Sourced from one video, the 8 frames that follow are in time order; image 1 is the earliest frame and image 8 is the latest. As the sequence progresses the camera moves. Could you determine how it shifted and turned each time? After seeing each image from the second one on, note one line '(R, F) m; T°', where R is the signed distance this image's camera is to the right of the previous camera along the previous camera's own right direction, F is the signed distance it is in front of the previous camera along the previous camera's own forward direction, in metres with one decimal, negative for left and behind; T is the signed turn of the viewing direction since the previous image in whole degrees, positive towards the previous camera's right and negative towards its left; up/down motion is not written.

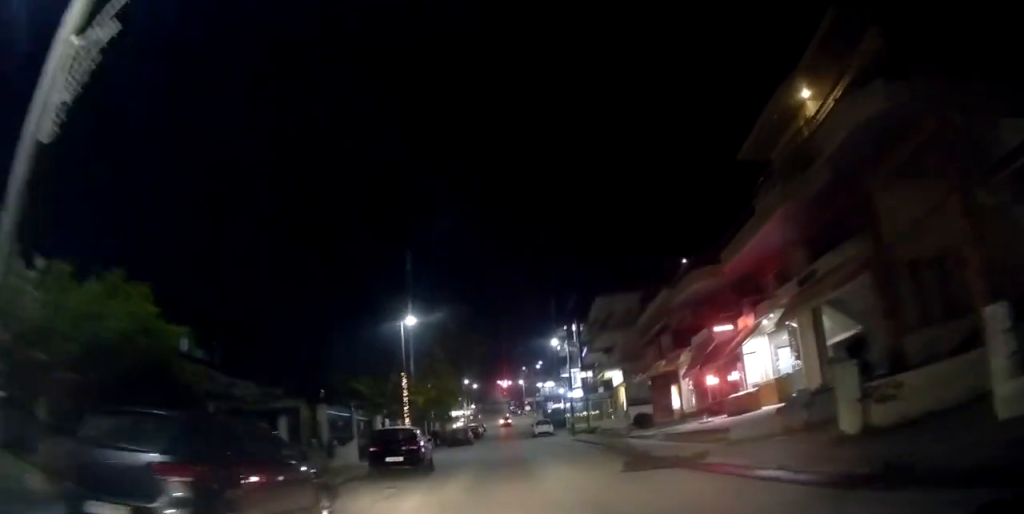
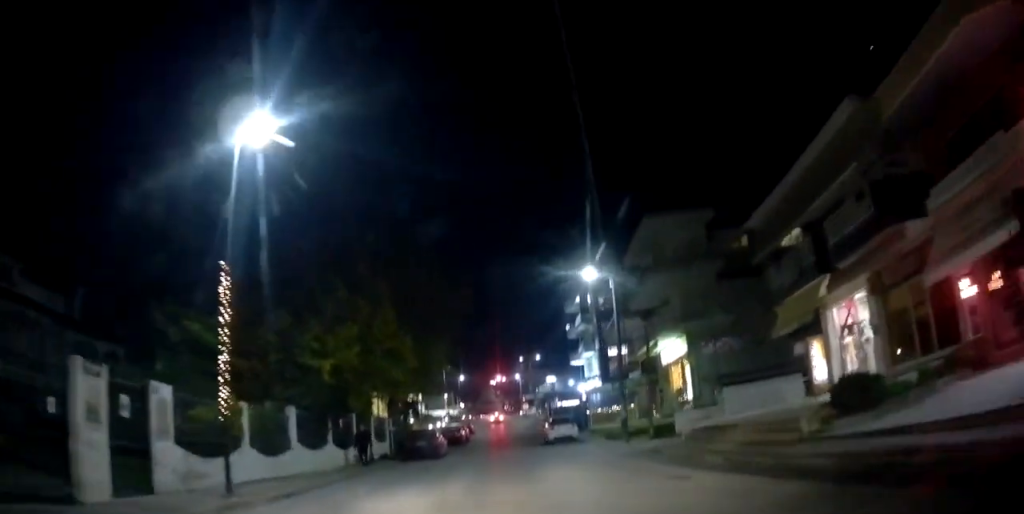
(-0.8, +18.8) m; -7°
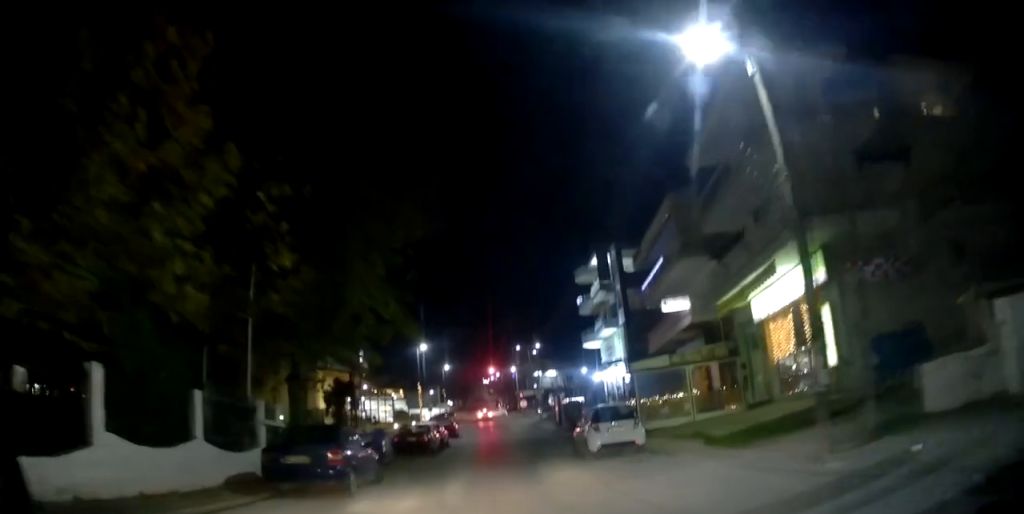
(+1.0, +15.1) m; +3°
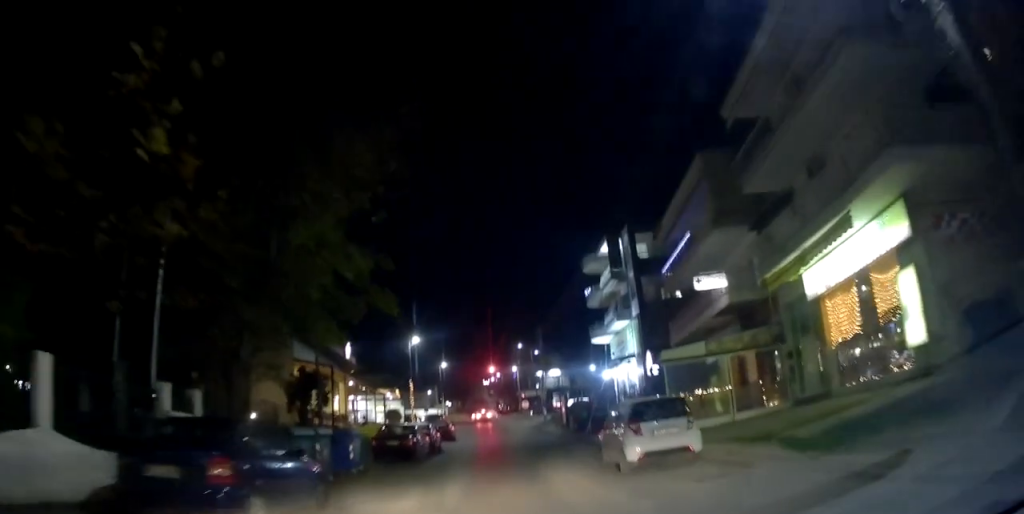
(+0.2, +4.4) m; -1°
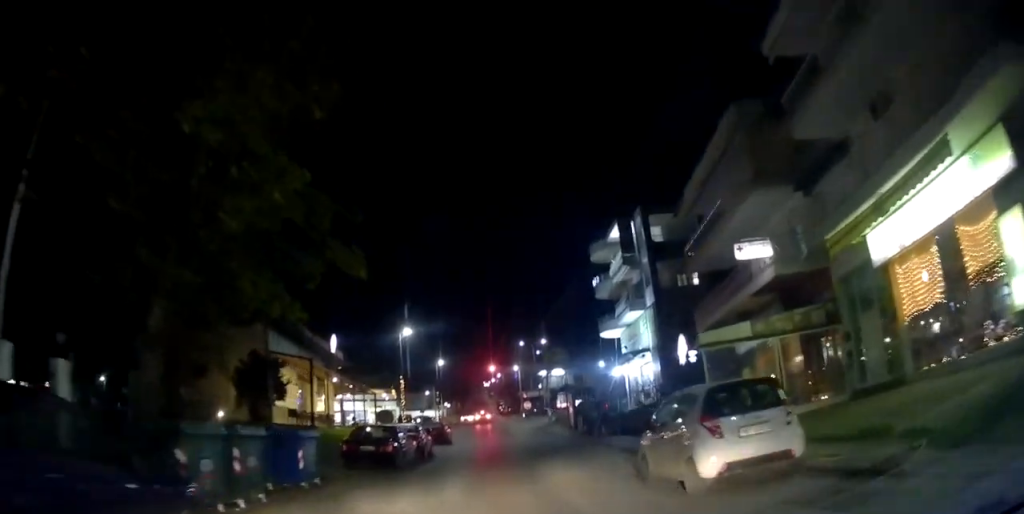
(-0.4, +4.0) m; 0°
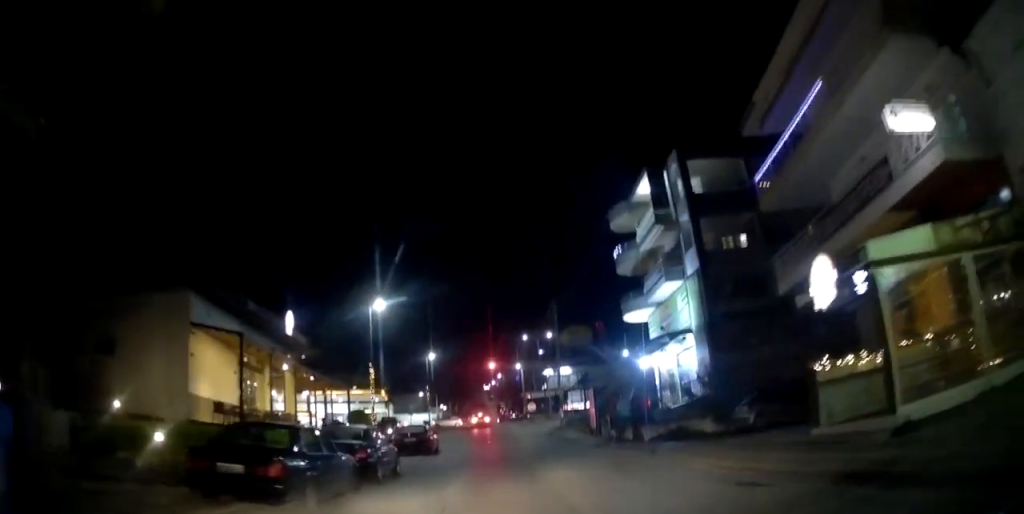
(0.0, +8.5) m; +1°
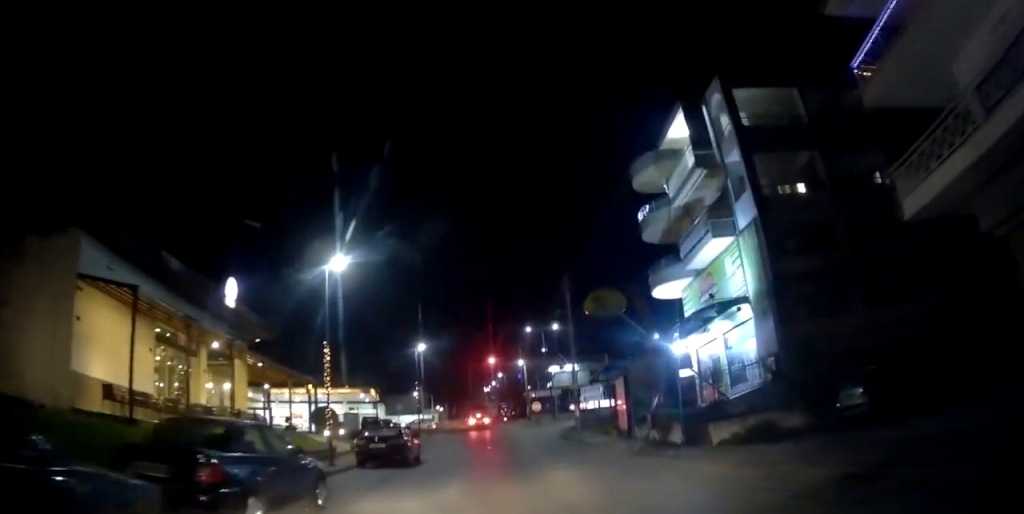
(+0.2, +7.1) m; 0°
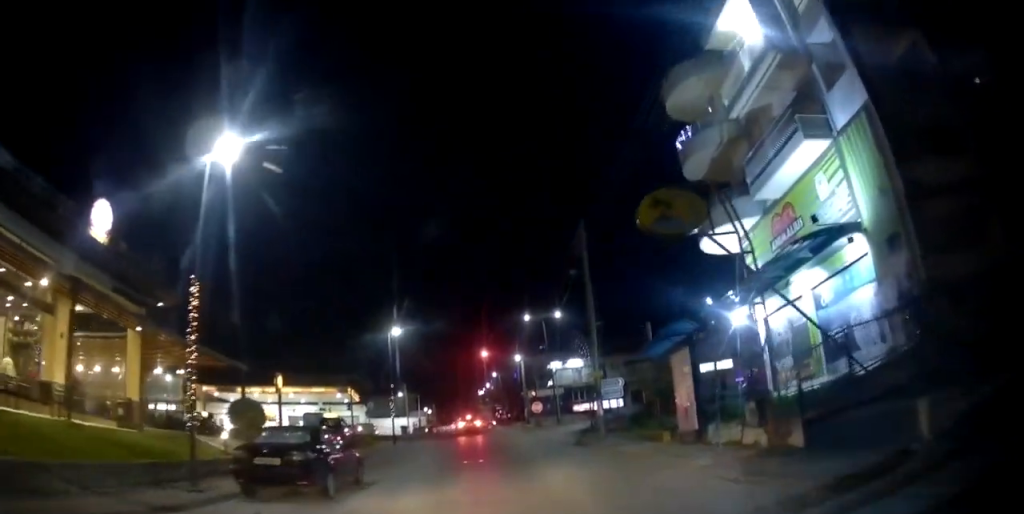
(-0.3, +8.5) m; -3°
